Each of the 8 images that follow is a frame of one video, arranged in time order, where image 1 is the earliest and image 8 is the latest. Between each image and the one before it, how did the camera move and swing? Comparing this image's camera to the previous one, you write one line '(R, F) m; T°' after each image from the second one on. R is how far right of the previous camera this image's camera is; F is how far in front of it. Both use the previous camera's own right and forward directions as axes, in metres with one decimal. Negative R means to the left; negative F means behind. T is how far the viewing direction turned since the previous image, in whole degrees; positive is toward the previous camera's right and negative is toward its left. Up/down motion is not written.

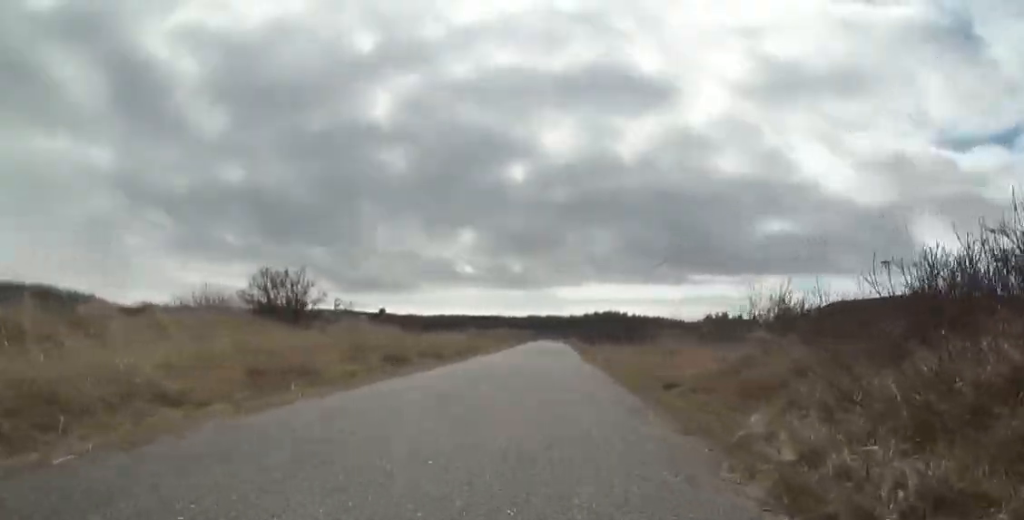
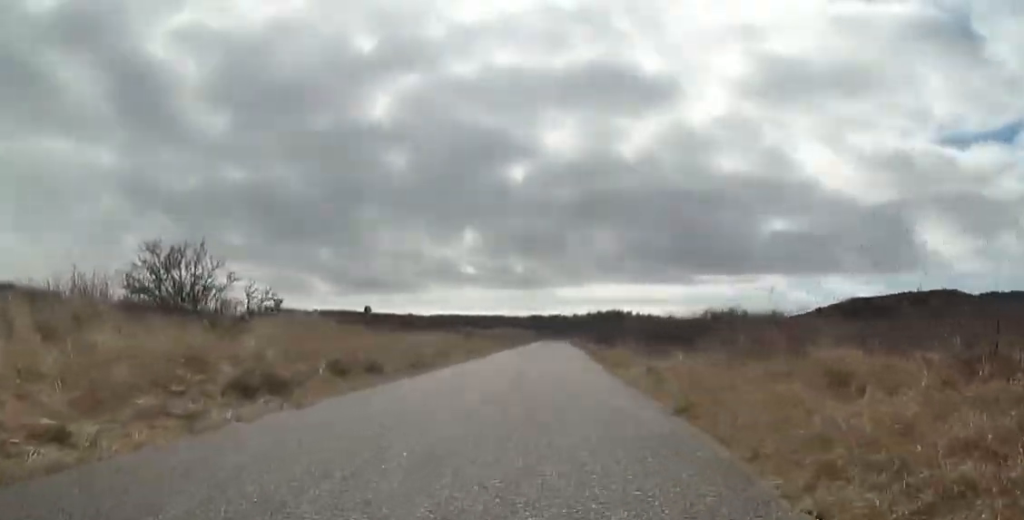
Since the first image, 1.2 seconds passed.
(-0.8, +5.9) m; -1°
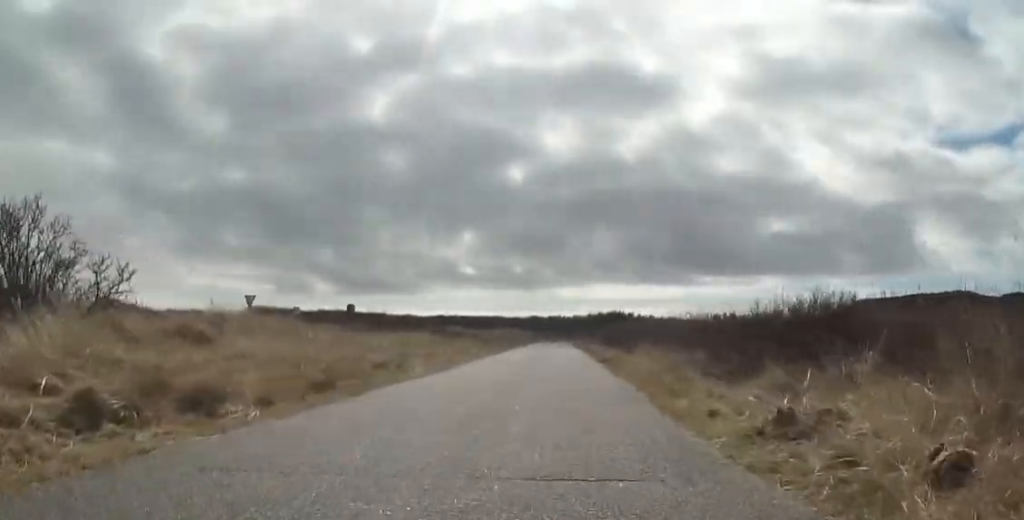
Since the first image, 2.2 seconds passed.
(+0.6, +5.0) m; +6°
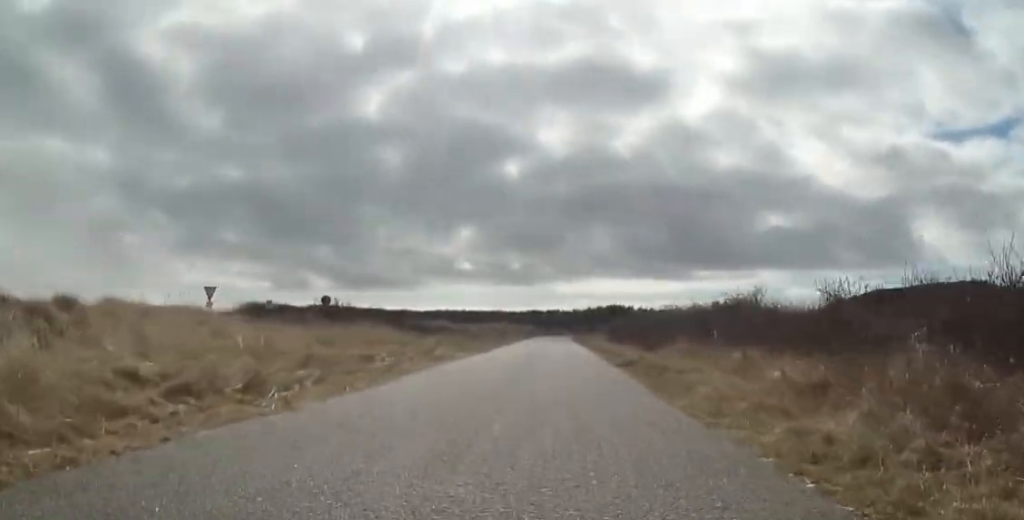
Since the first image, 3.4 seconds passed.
(+0.2, +5.6) m; +2°
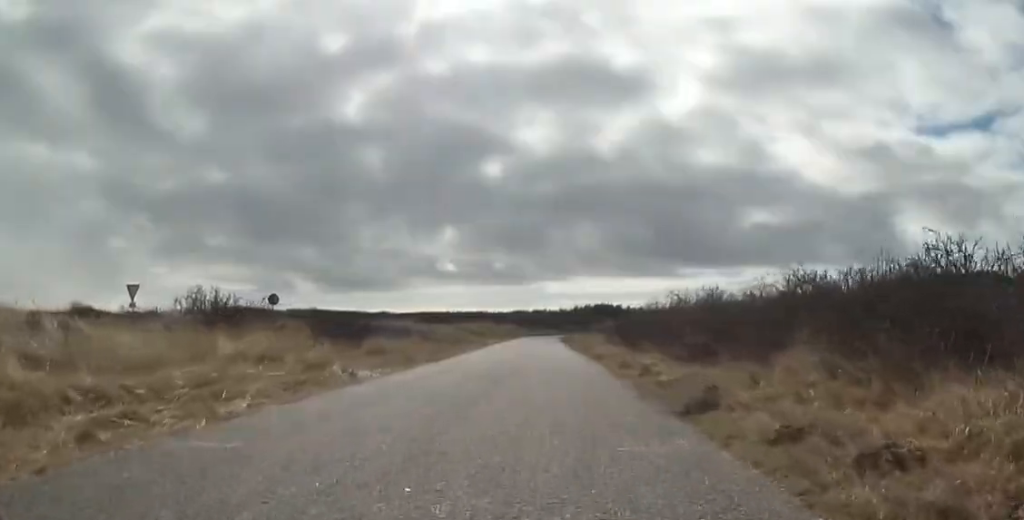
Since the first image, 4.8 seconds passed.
(0.0, +7.0) m; 0°
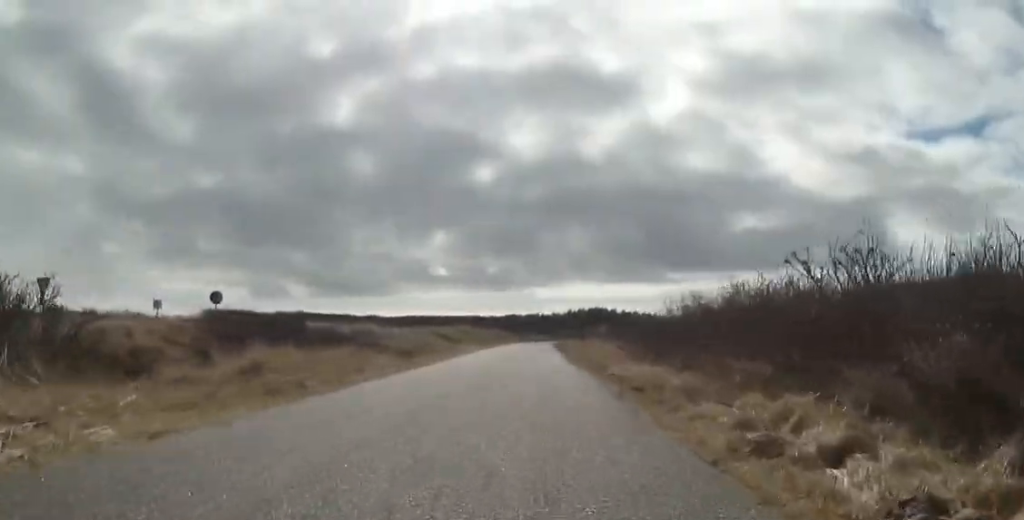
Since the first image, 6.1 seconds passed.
(0.0, +6.6) m; 0°
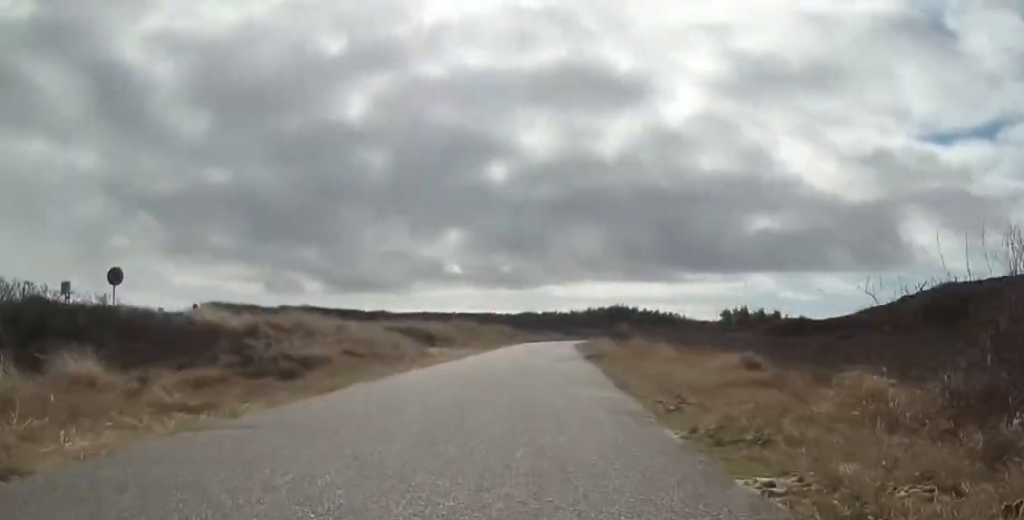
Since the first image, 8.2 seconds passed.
(0.0, +10.3) m; 0°
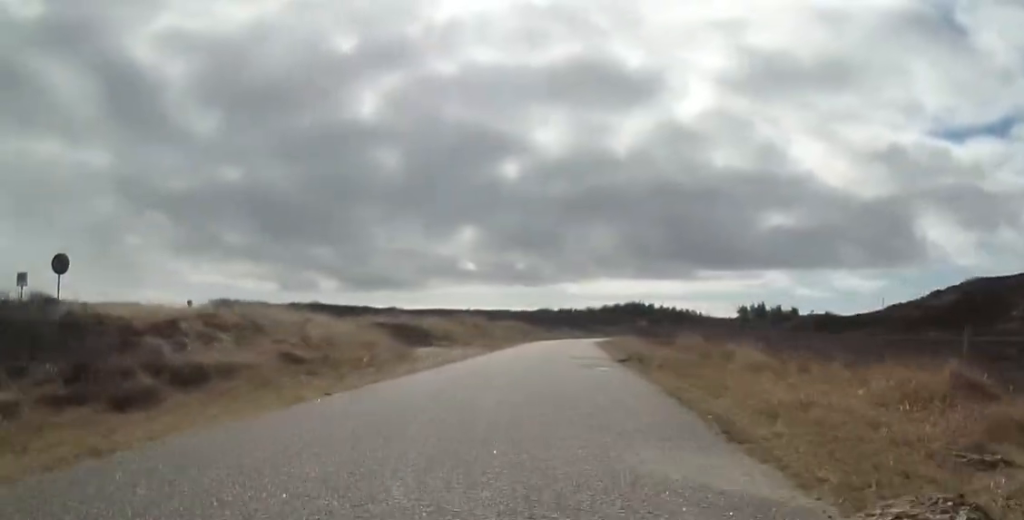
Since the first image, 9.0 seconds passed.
(0.0, +4.1) m; 0°
